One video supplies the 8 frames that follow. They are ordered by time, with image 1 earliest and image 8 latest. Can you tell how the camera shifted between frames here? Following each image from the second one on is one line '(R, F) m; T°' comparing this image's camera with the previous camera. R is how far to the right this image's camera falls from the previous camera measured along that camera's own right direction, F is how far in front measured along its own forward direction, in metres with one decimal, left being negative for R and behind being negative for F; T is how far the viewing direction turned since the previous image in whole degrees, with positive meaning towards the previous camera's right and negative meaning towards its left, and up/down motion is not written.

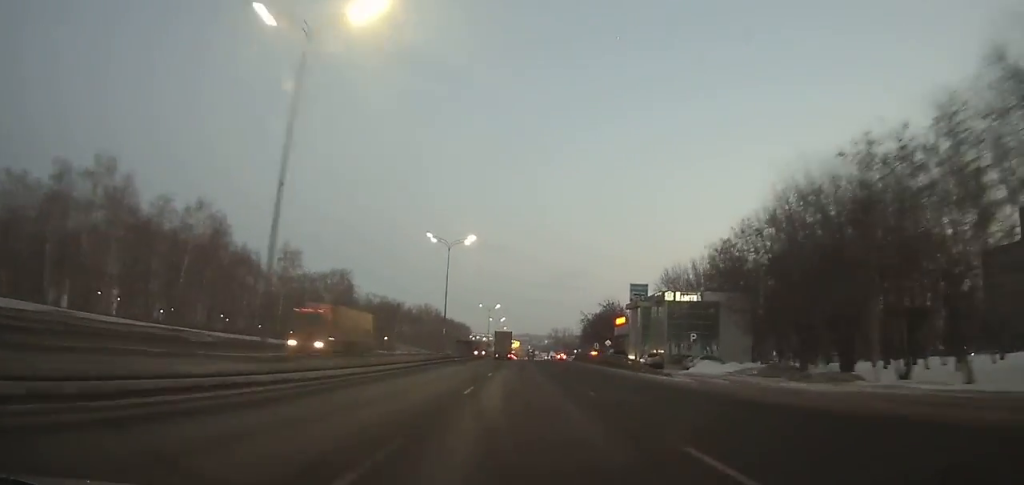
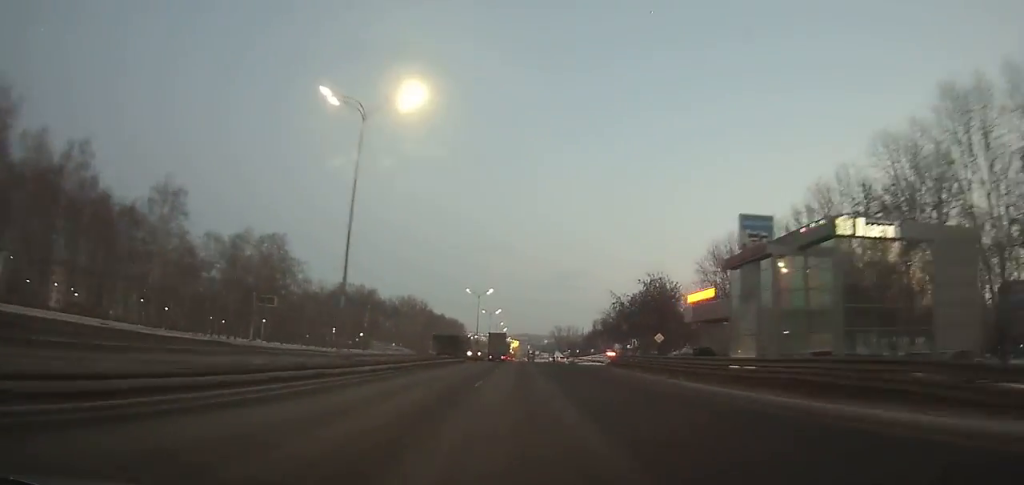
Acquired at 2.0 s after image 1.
(-0.1, +31.4) m; 0°
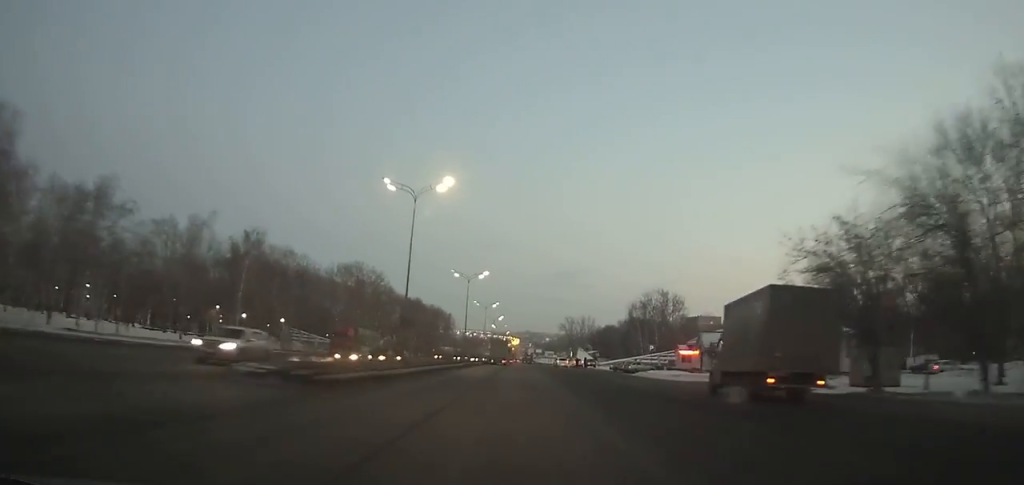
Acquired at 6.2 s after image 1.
(+0.2, +64.7) m; +1°
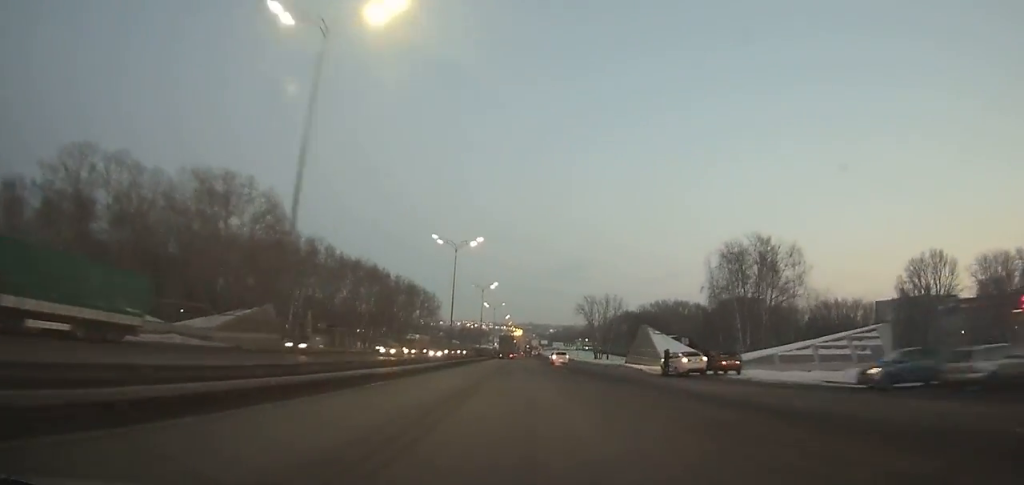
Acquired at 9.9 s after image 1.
(+0.4, +60.3) m; 0°
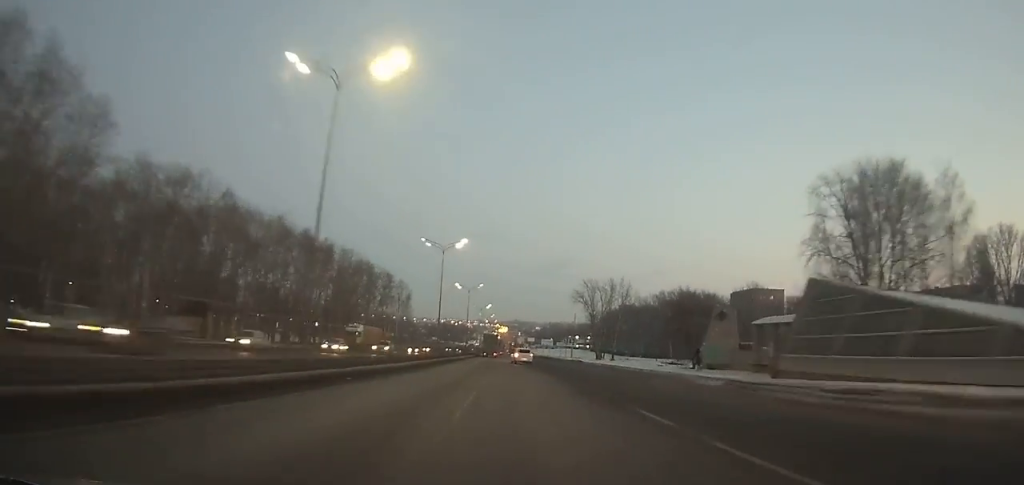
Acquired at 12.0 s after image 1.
(+0.1, +35.6) m; 0°
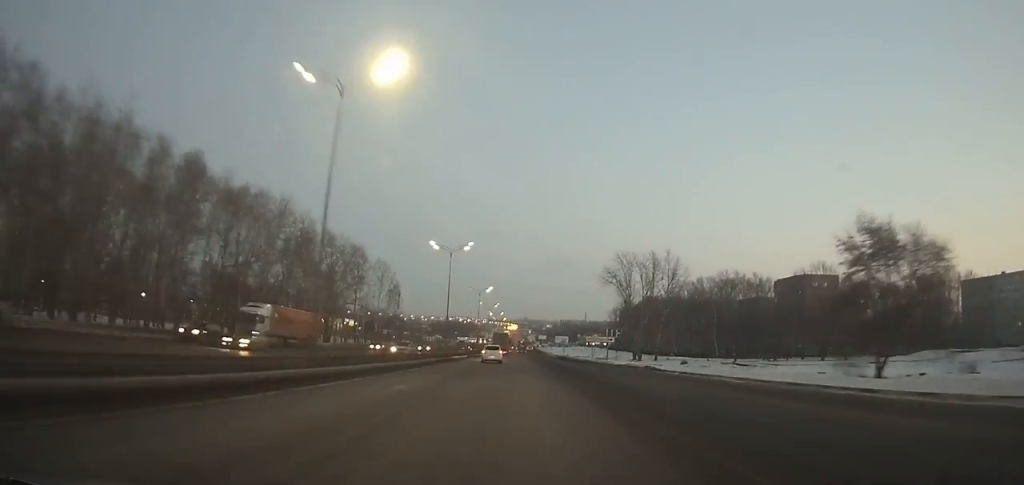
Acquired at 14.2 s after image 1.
(+0.2, +37.3) m; 0°
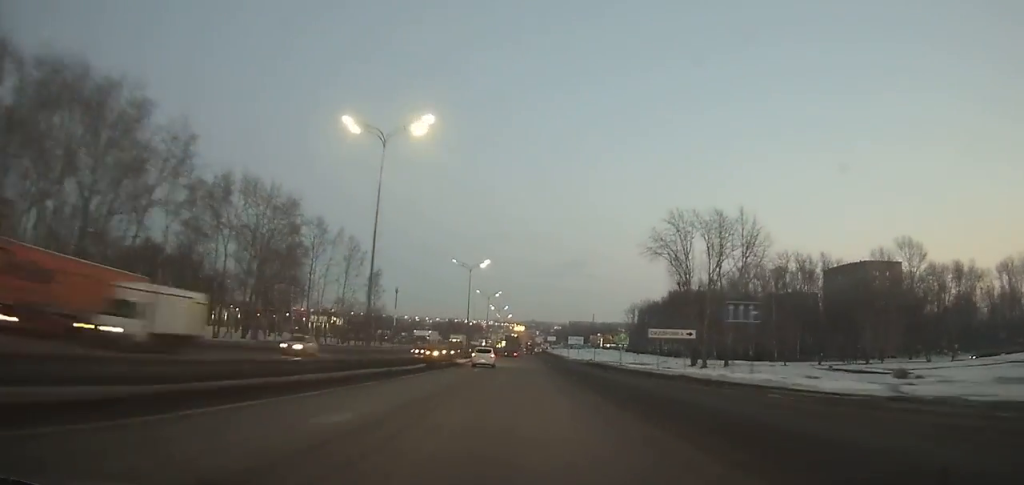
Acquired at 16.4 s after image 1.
(-0.3, +35.9) m; 0°
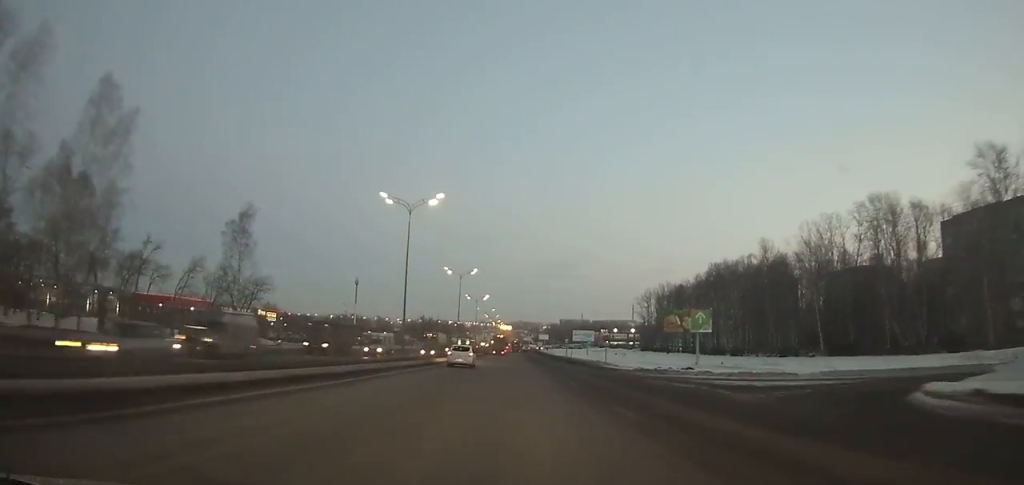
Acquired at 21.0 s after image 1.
(+0.8, +71.3) m; +1°
